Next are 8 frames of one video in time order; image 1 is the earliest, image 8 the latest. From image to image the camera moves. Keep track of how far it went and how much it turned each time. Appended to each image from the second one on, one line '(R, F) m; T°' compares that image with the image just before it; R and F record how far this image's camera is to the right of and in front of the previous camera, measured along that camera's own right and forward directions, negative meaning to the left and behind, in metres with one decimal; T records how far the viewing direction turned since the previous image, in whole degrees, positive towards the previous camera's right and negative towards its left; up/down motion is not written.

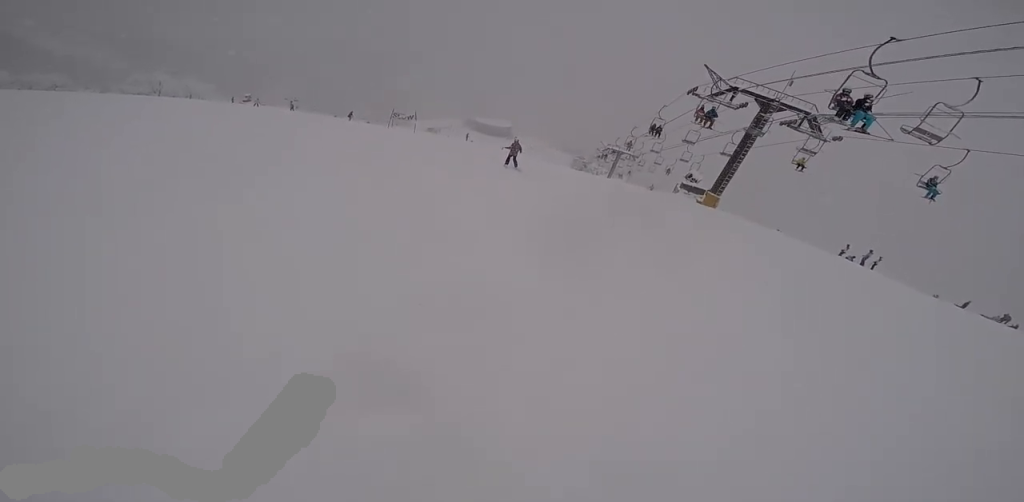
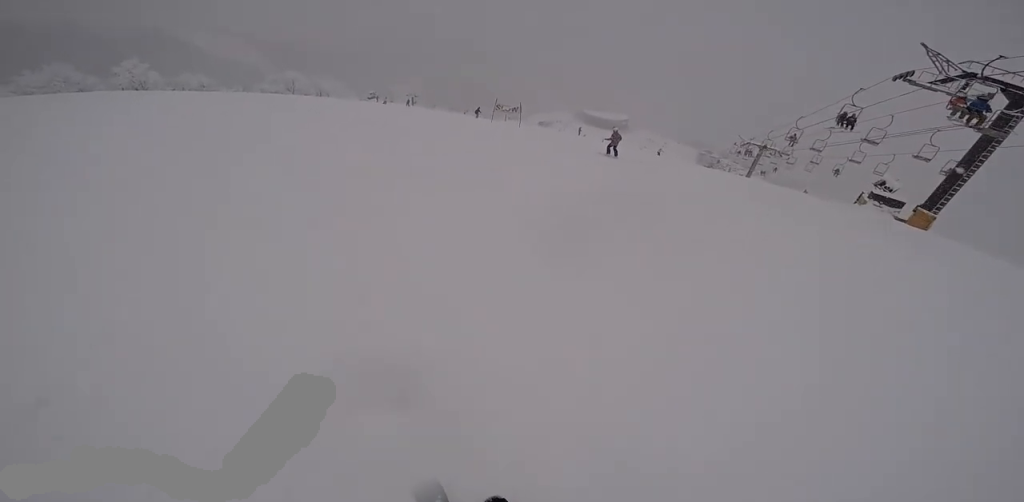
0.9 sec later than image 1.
(-0.5, +5.1) m; -3°
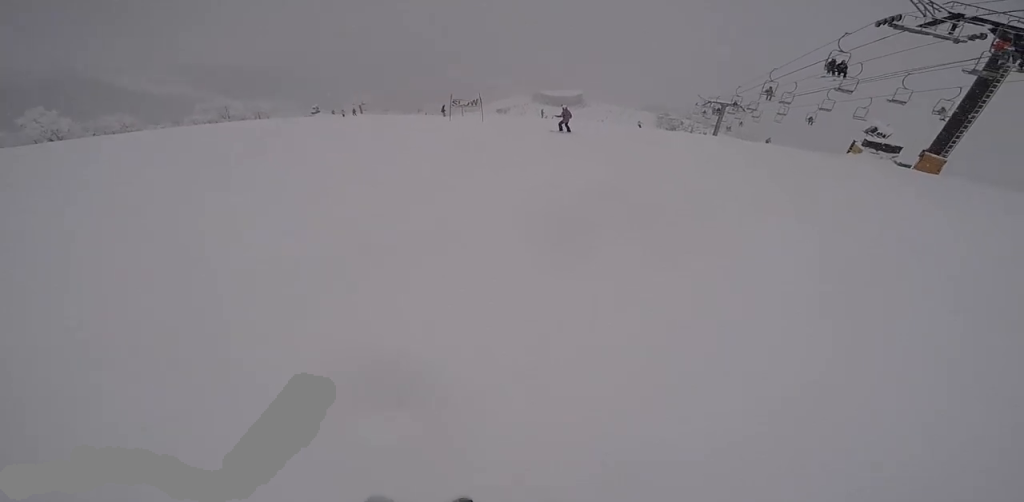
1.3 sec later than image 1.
(-0.1, +2.9) m; +8°
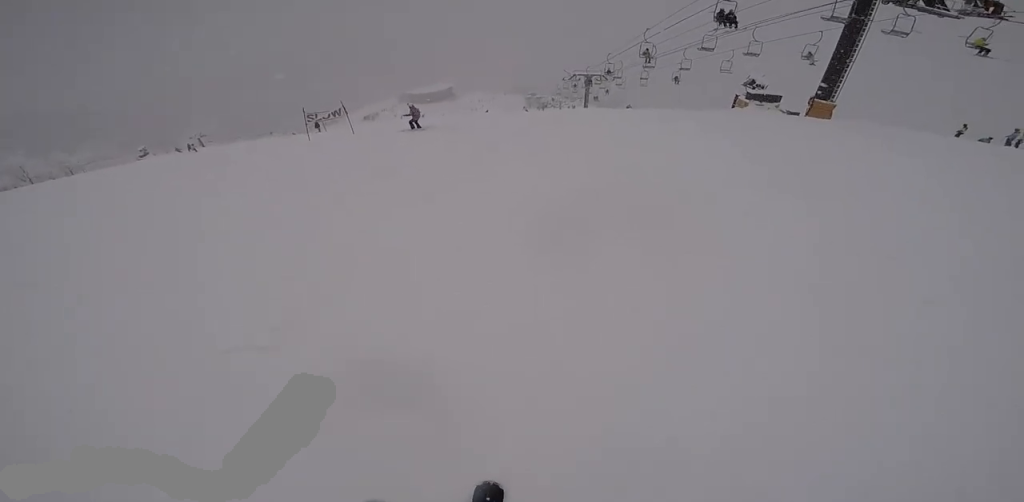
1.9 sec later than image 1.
(-0.1, +3.4) m; +10°
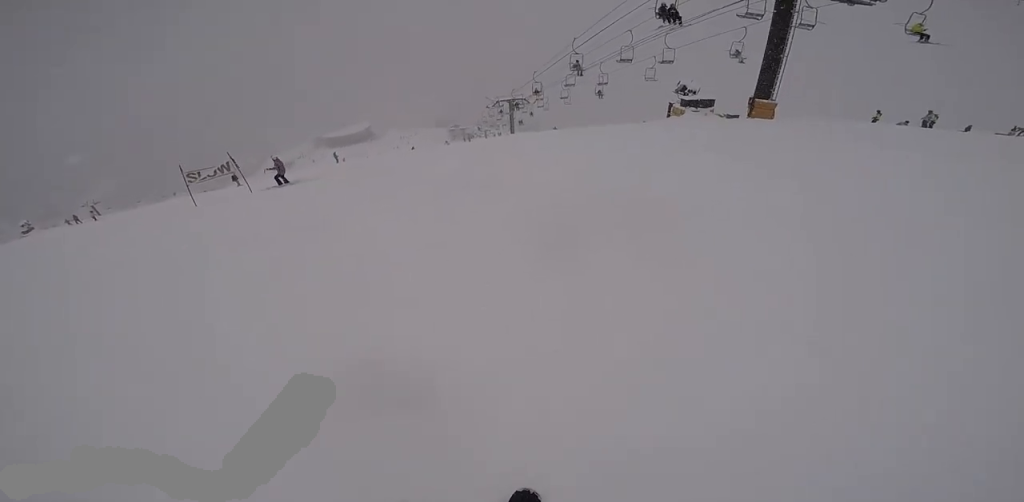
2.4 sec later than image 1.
(+0.8, +2.8) m; +8°
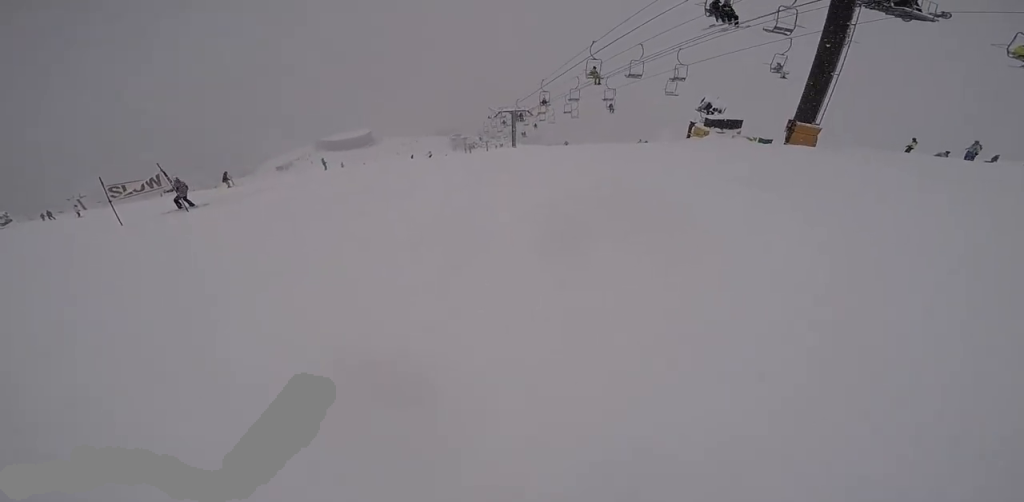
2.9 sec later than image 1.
(+0.4, +3.1) m; +3°
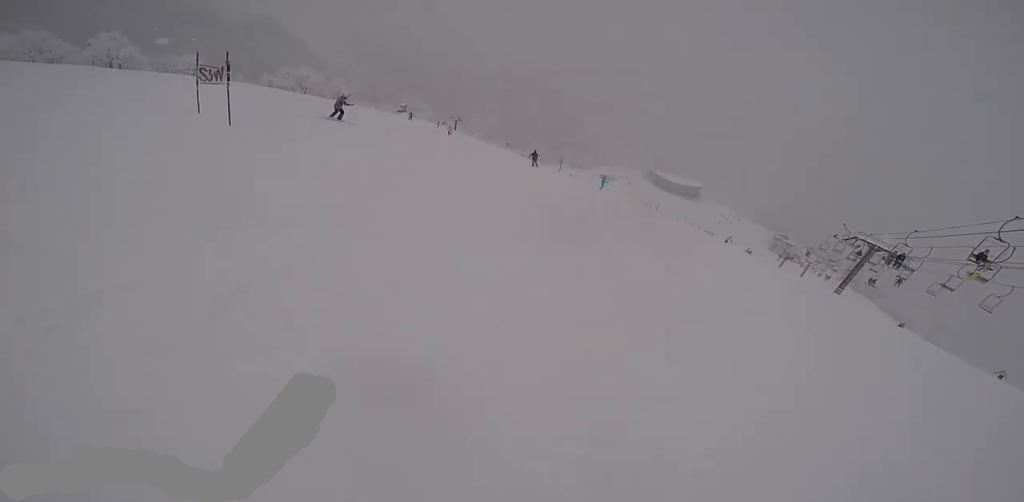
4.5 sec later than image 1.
(-3.1, +7.4) m; -47°
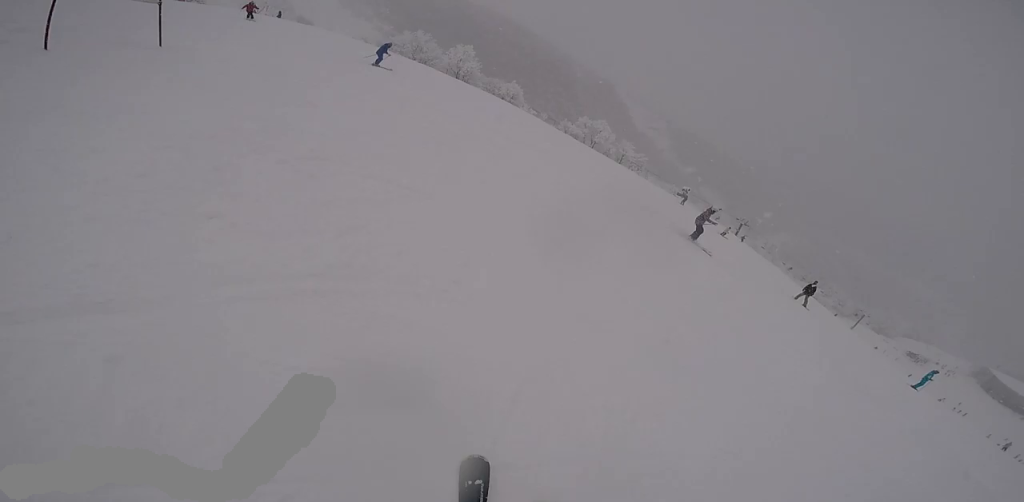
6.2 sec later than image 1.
(-1.4, +7.4) m; -17°
